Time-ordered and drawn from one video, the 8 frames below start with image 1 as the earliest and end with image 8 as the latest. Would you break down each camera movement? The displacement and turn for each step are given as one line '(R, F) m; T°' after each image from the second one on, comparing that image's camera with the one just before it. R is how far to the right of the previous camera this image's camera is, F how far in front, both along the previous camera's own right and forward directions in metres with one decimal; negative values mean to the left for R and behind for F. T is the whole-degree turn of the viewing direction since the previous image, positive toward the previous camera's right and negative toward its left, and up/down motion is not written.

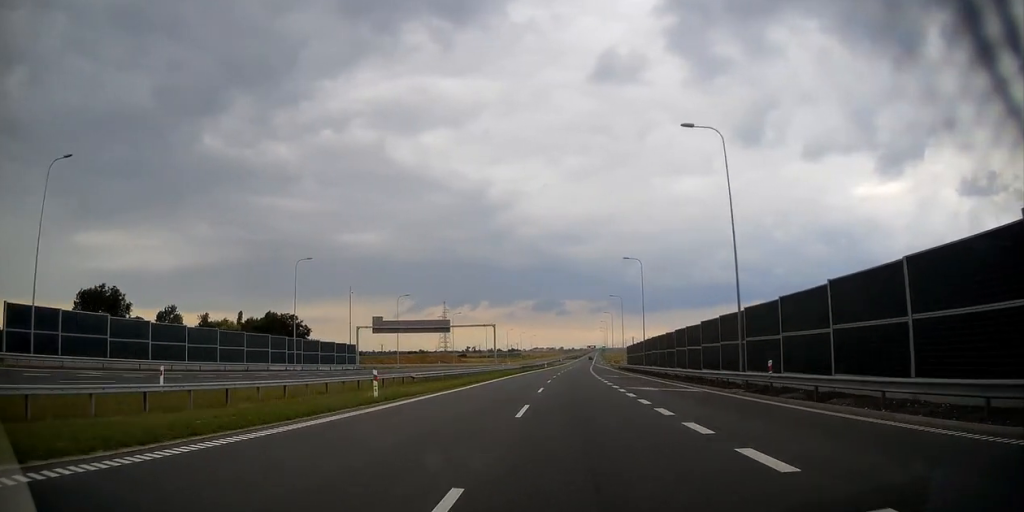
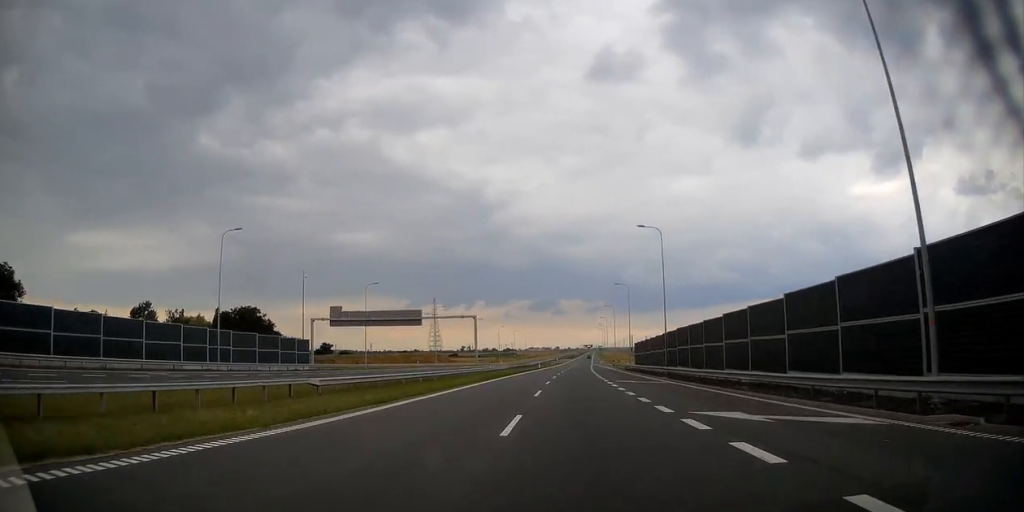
(0.0, +15.6) m; +1°
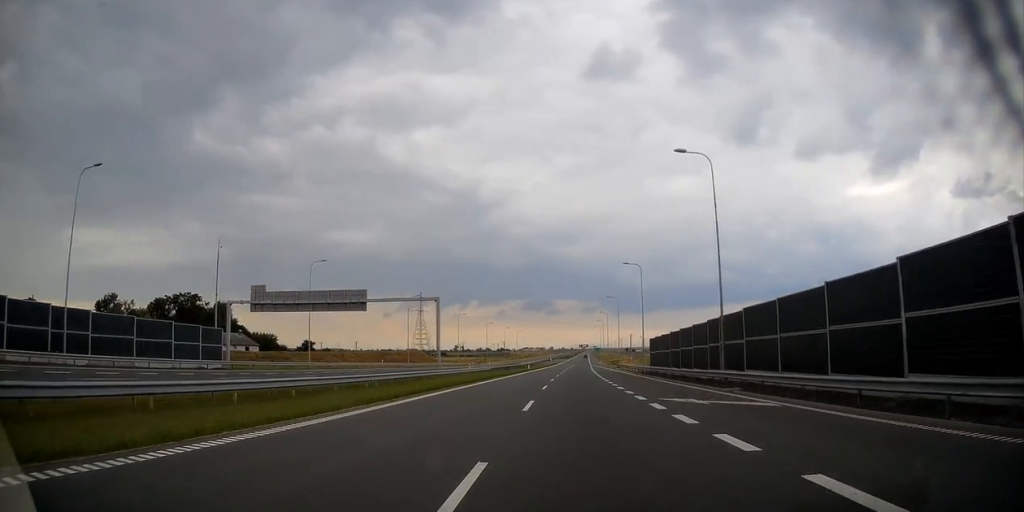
(+0.2, +18.9) m; +1°
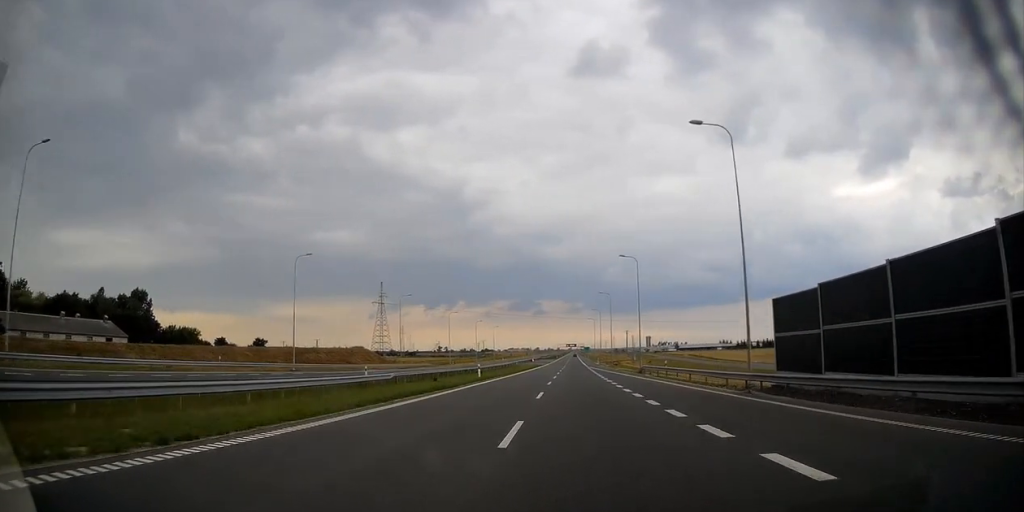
(+0.4, +42.5) m; +1°
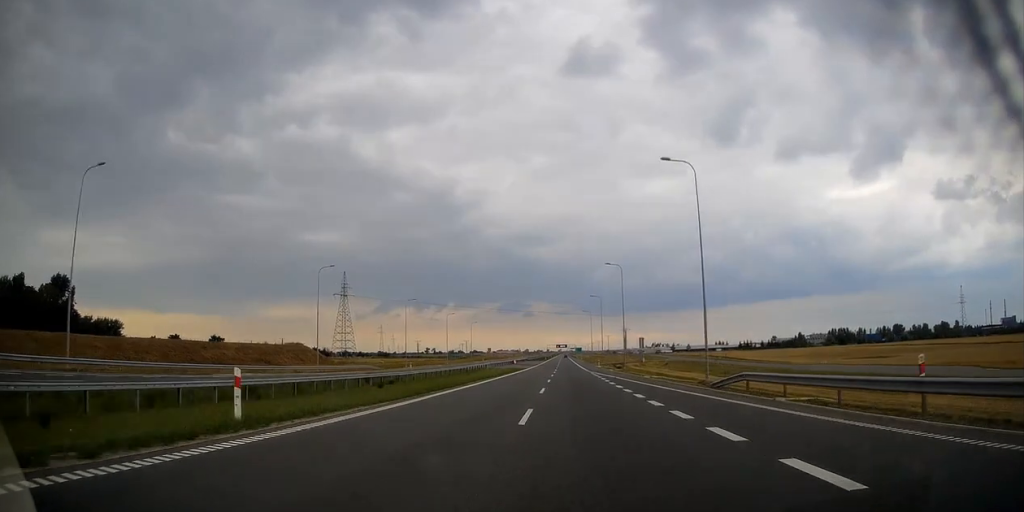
(+0.3, +32.7) m; +1°
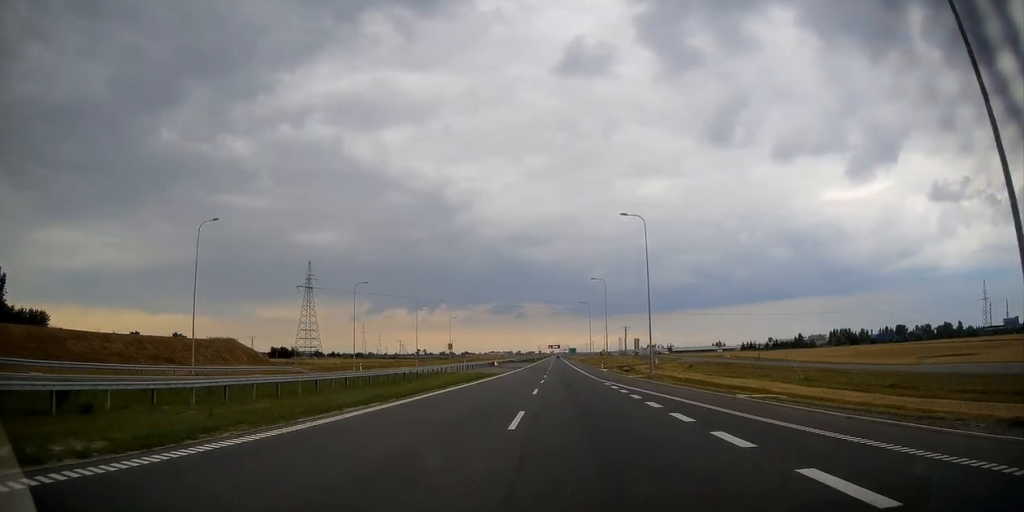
(+0.2, +25.0) m; +1°
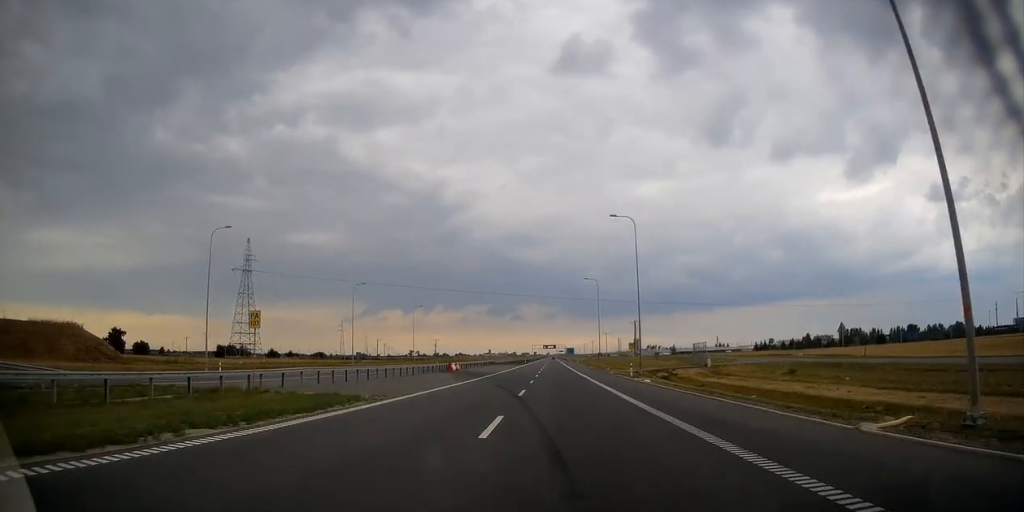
(+0.3, +38.8) m; +1°
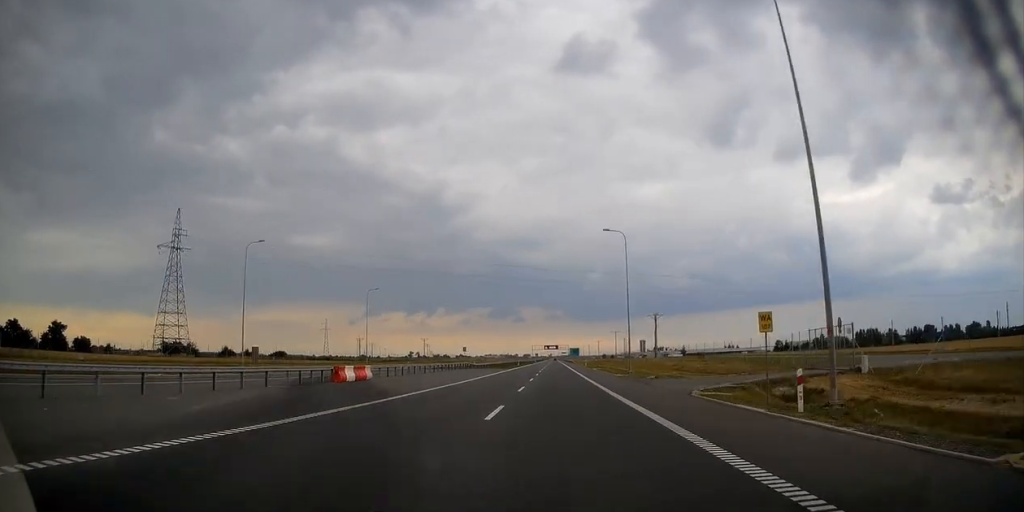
(+0.1, +32.1) m; 0°
